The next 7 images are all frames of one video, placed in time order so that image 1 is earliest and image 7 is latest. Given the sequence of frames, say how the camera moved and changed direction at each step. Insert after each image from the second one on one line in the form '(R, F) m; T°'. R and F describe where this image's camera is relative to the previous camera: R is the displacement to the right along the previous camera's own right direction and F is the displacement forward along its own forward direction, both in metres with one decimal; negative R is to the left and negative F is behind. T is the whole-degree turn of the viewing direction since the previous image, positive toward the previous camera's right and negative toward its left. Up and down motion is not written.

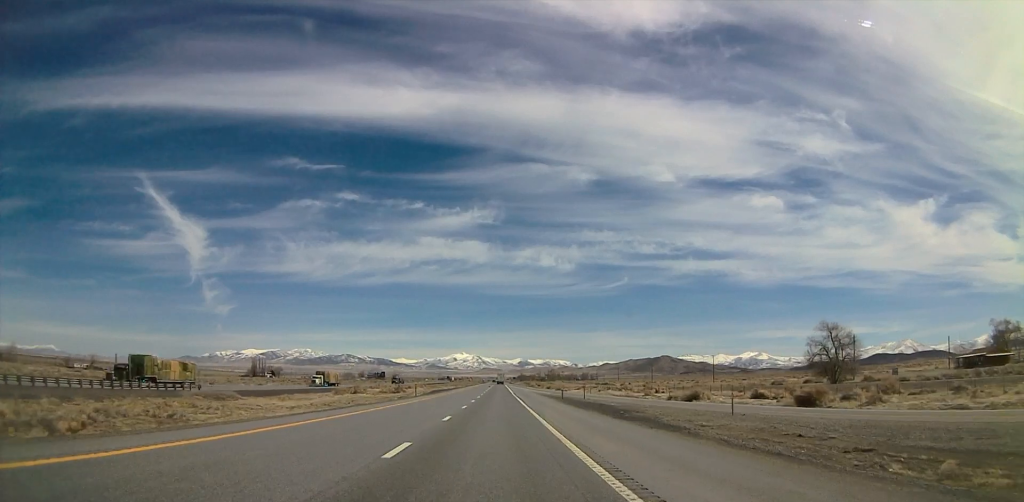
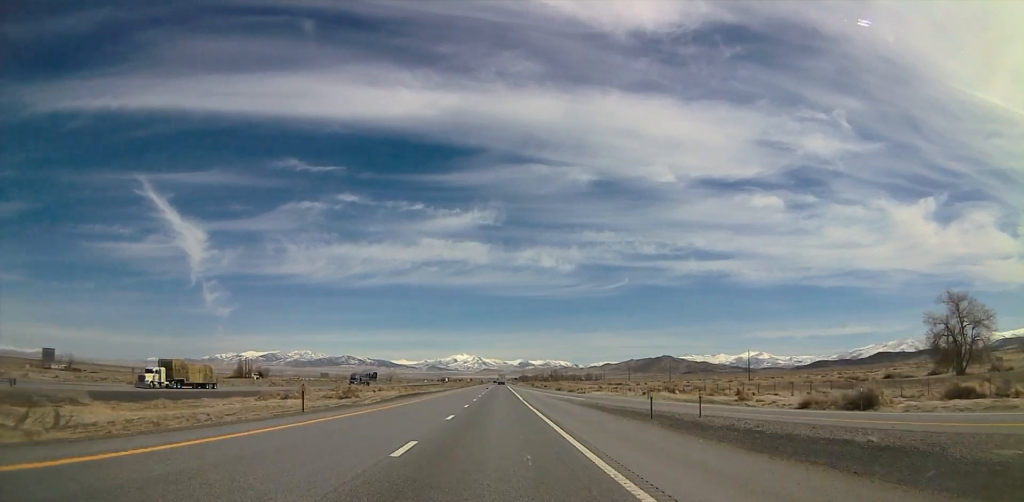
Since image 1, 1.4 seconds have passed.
(-0.3, +37.0) m; 0°
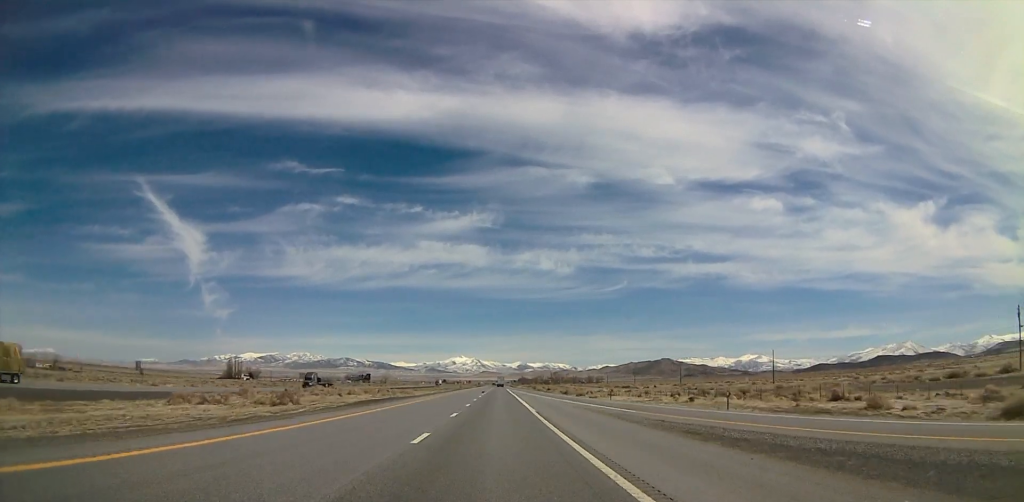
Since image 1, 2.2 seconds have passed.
(+0.1, +21.0) m; 0°
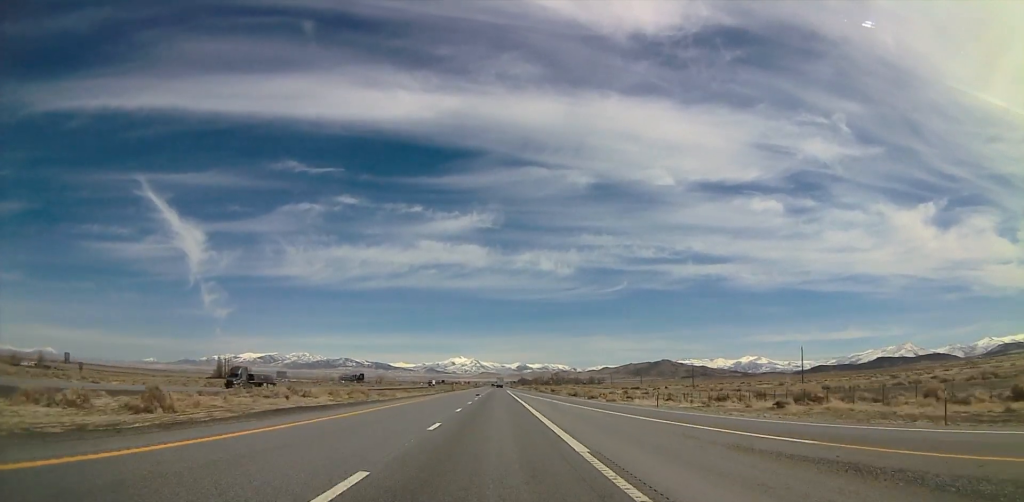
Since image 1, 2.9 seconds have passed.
(0.0, +19.1) m; 0°
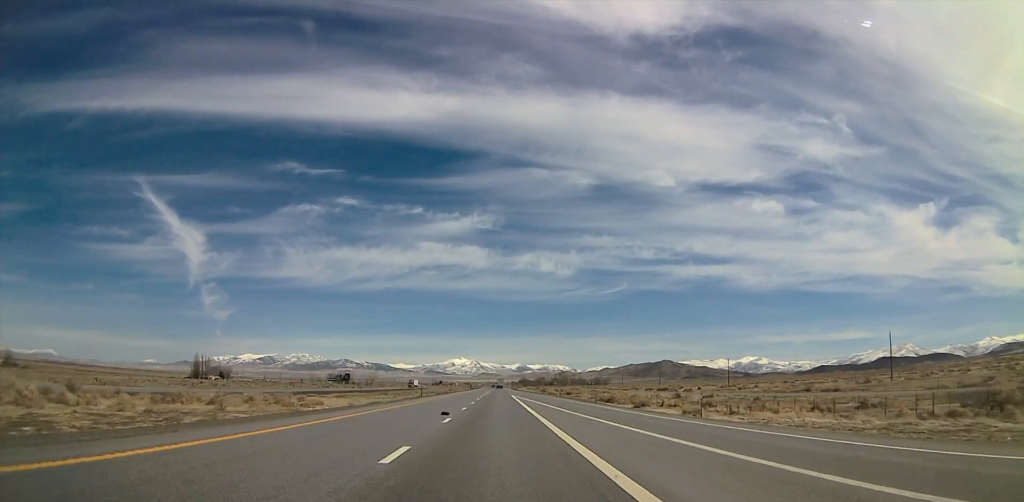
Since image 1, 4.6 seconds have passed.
(-0.1, +45.5) m; 0°
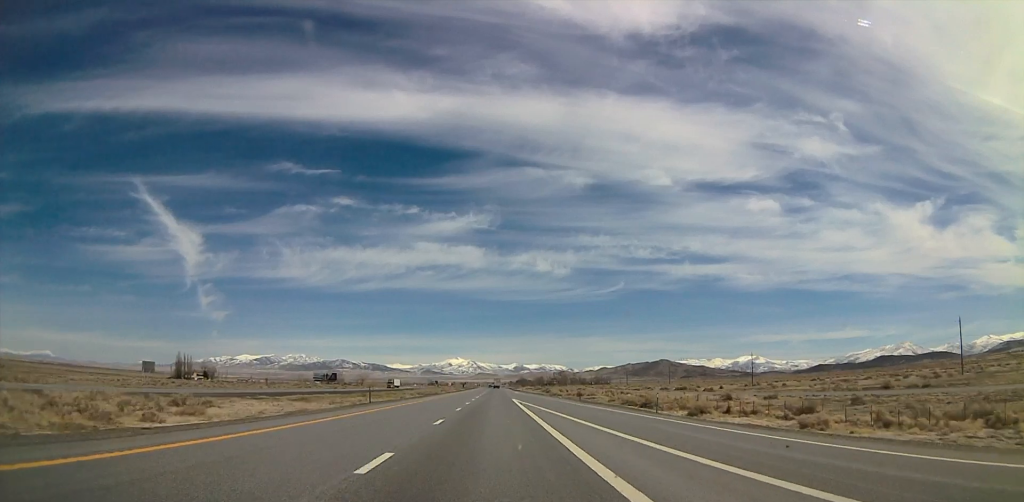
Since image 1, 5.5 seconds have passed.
(+0.1, +25.2) m; 0°
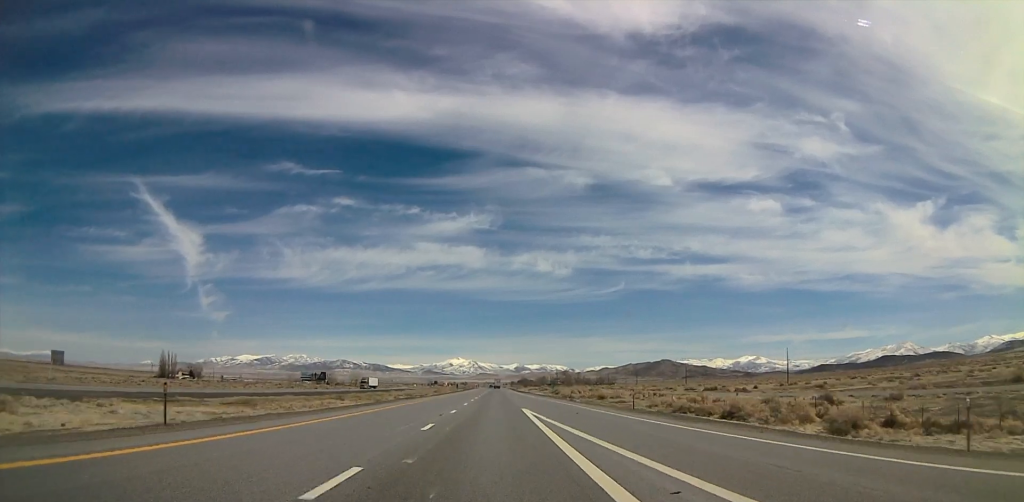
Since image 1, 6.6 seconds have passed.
(0.0, +26.2) m; 0°
